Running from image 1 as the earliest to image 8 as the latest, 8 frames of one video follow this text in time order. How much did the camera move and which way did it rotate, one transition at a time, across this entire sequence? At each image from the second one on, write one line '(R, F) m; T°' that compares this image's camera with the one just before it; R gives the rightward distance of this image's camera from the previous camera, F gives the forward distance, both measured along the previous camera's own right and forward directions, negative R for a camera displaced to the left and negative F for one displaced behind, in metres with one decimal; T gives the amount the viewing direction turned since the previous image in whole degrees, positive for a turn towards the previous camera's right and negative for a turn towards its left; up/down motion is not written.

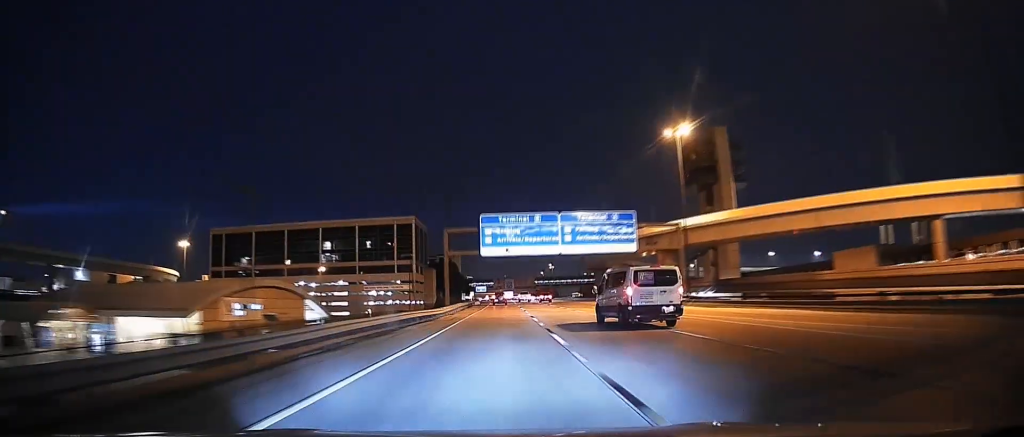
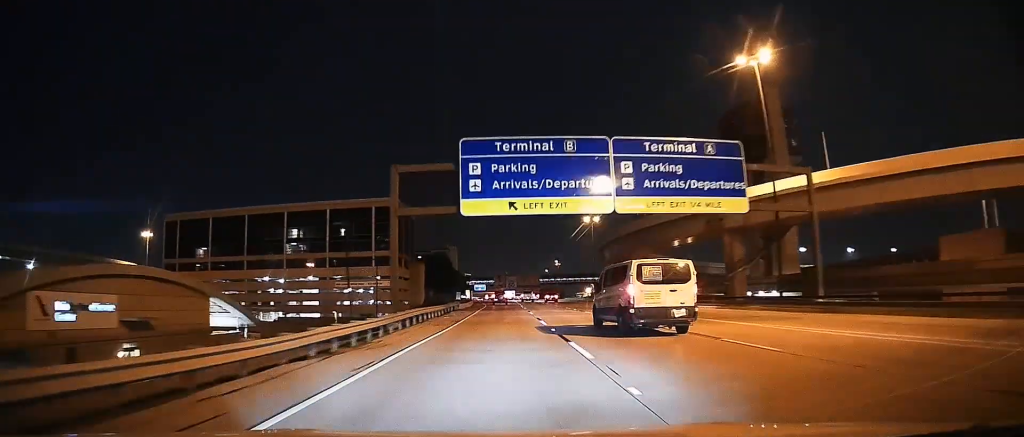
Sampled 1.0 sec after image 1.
(-0.2, +25.9) m; -1°
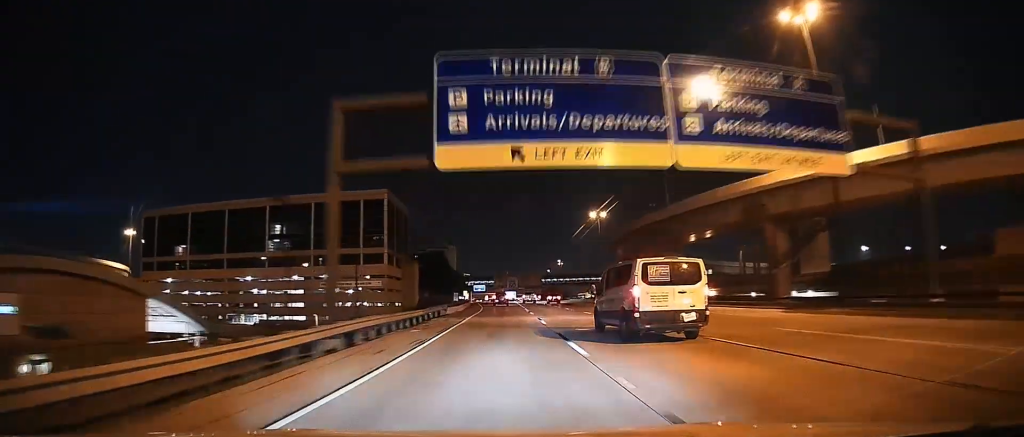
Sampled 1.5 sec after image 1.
(-0.1, +11.0) m; -1°
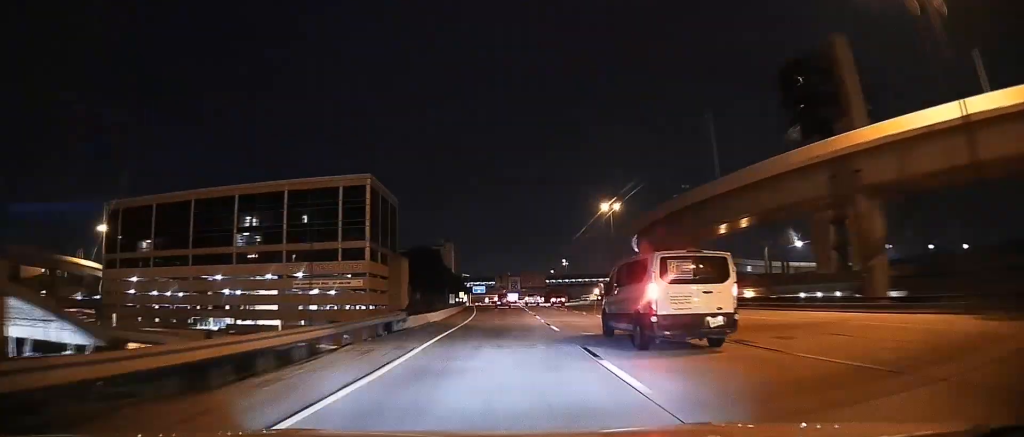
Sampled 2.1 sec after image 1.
(0.0, +16.6) m; 0°
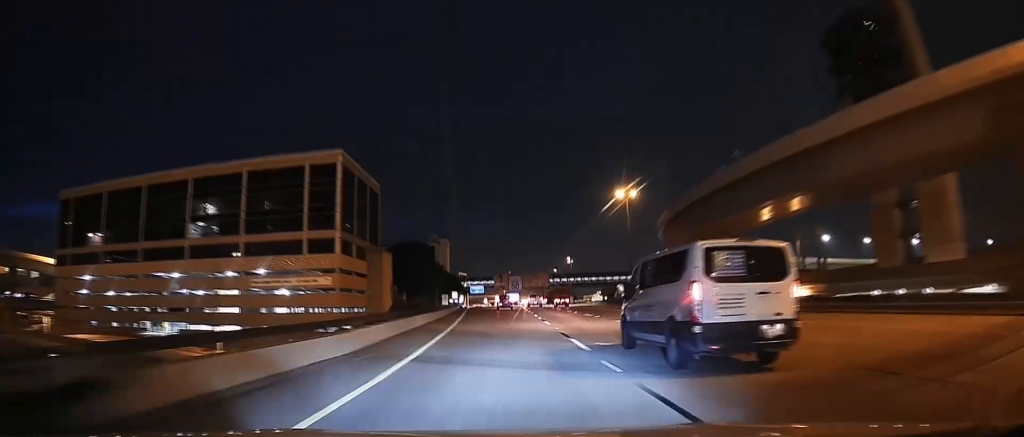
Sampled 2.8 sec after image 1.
(0.0, +19.1) m; 0°
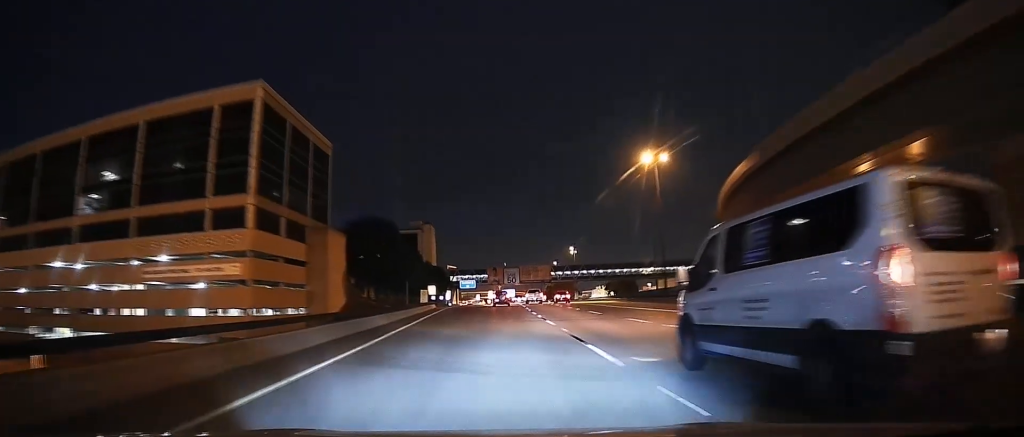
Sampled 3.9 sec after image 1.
(0.0, +27.7) m; 0°
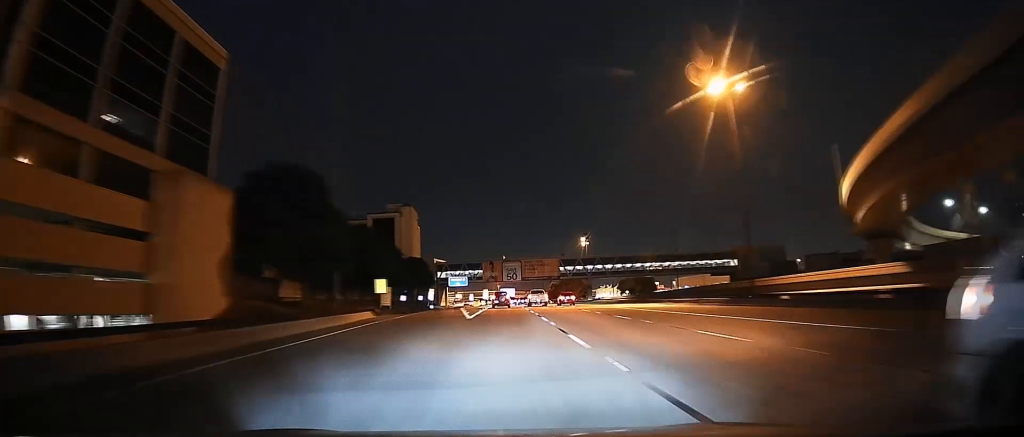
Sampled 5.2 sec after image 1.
(0.0, +33.8) m; 0°
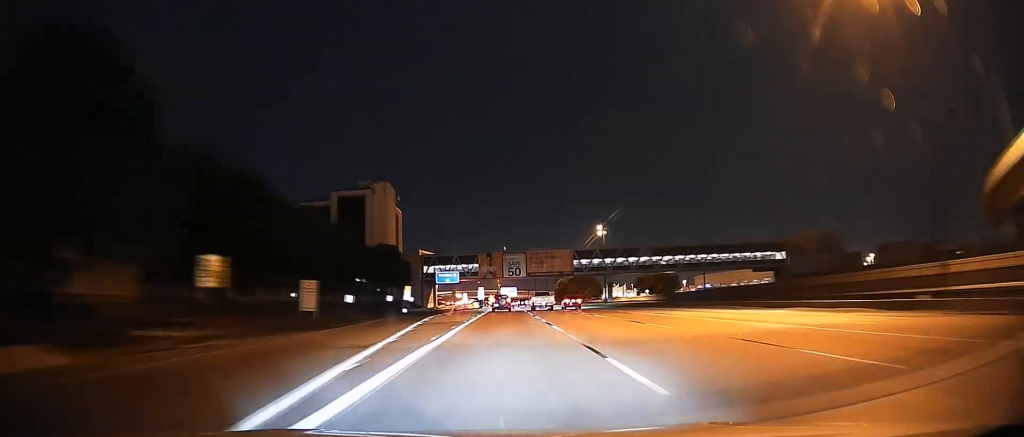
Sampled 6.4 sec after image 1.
(0.0, +30.3) m; 0°
